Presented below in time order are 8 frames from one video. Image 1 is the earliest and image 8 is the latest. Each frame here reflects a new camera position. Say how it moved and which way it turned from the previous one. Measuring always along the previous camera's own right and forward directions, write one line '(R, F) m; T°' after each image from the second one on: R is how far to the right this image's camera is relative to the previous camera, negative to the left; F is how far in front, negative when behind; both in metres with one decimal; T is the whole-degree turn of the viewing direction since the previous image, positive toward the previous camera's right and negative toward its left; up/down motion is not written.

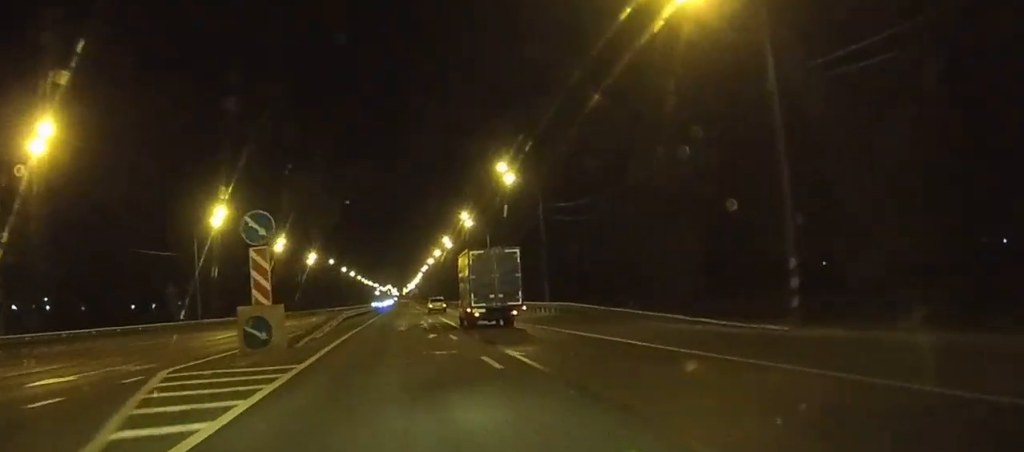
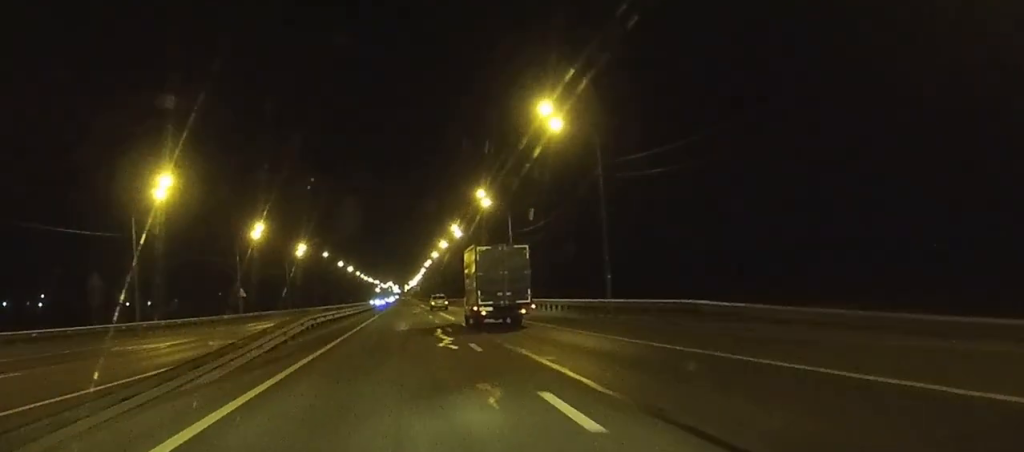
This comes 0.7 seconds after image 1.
(0.0, +19.6) m; 0°
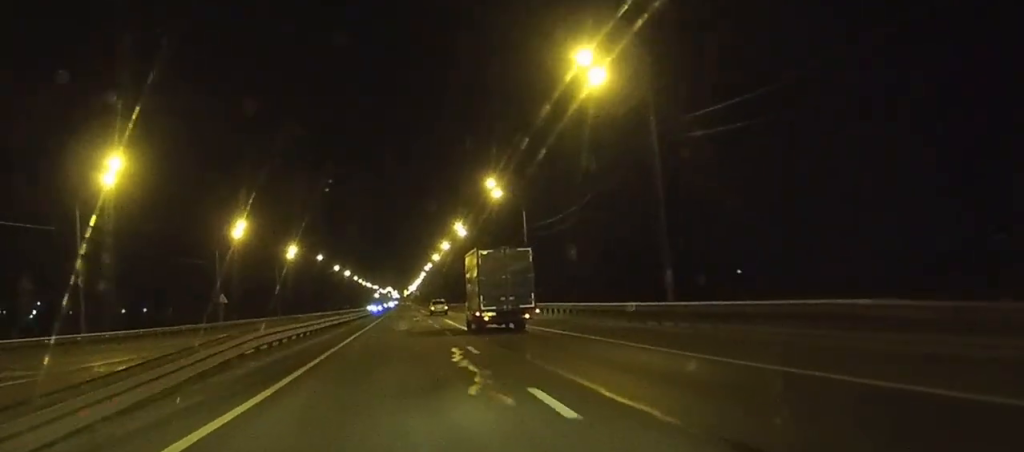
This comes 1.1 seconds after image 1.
(0.0, +10.8) m; 0°
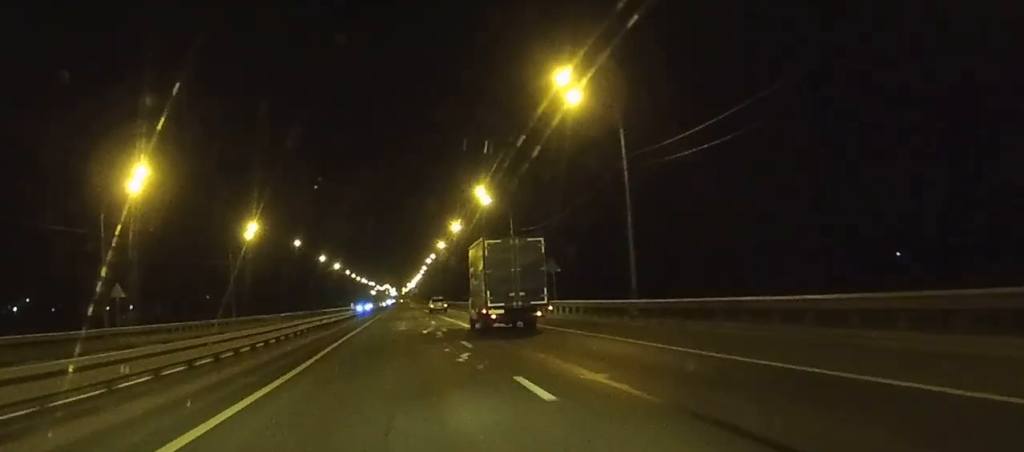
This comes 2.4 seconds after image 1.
(0.0, +34.5) m; 0°
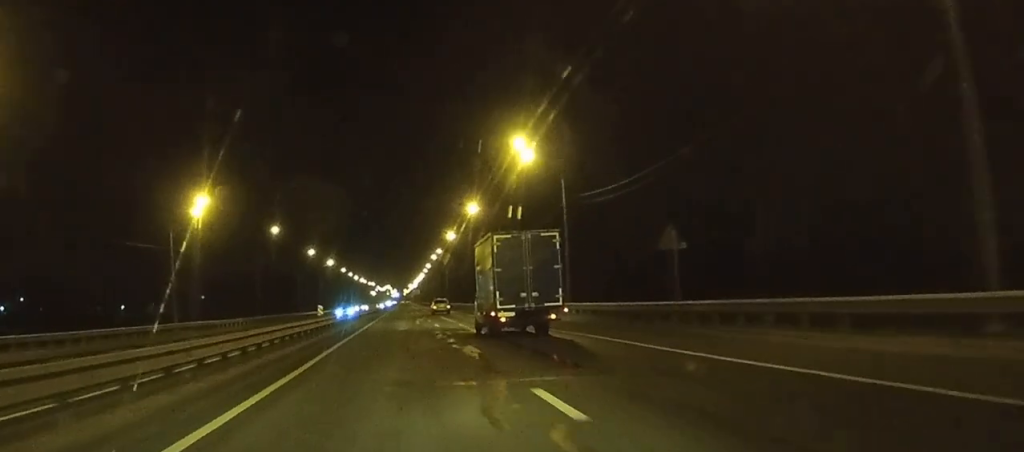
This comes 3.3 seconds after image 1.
(0.0, +25.8) m; 0°
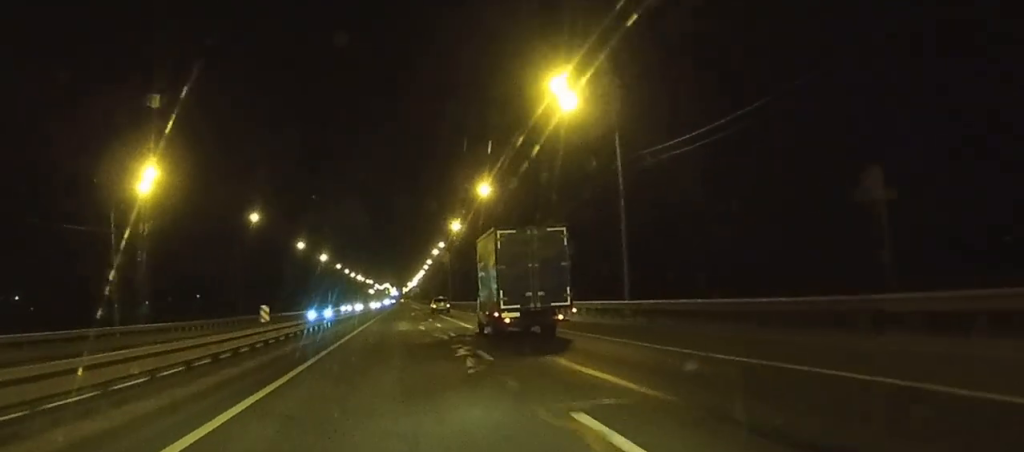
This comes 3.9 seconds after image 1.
(0.0, +14.8) m; 0°
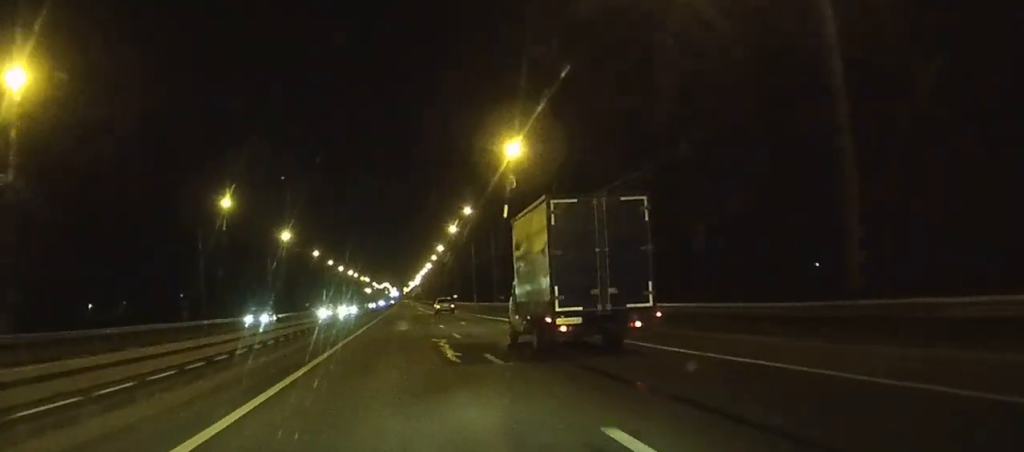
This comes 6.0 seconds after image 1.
(+0.4, +60.7) m; 0°
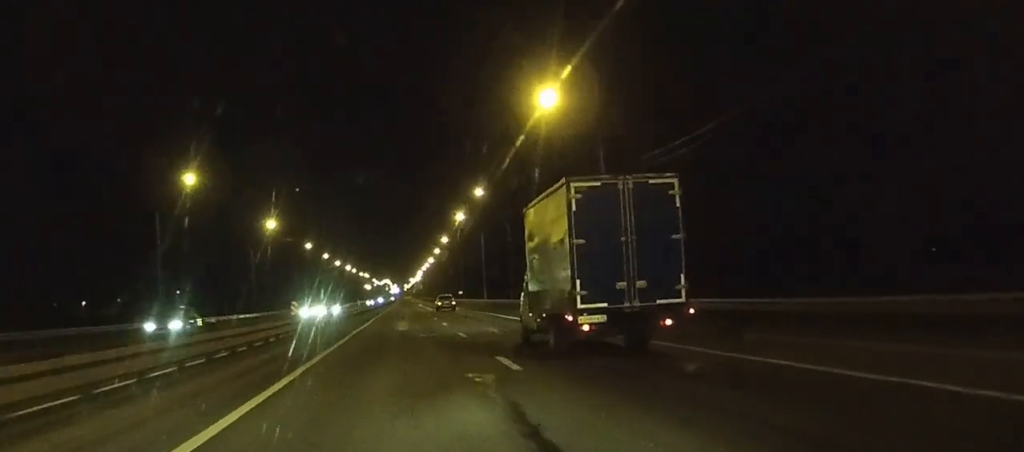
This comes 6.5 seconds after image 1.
(0.0, +14.1) m; 0°
